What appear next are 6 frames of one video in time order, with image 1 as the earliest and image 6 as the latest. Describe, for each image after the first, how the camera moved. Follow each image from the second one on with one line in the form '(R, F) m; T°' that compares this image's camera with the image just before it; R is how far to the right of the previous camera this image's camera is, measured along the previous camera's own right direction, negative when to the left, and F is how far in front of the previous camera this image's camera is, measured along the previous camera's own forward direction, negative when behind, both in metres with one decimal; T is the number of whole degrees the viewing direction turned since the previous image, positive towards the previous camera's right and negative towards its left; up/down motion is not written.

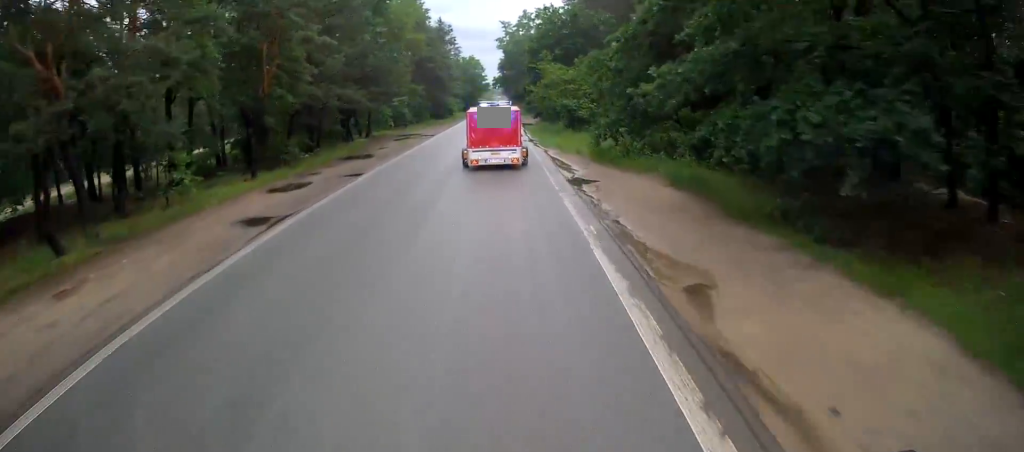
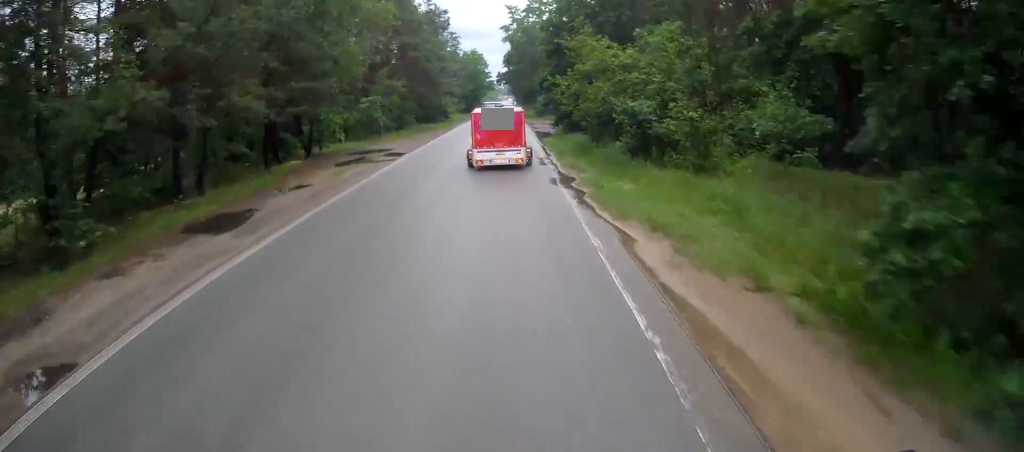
(-0.1, +16.2) m; -1°
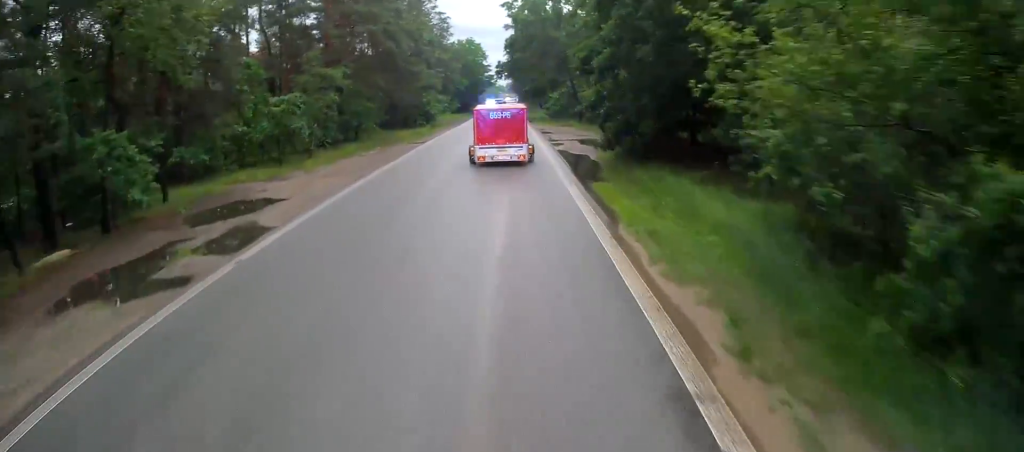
(-0.3, +18.4) m; -1°
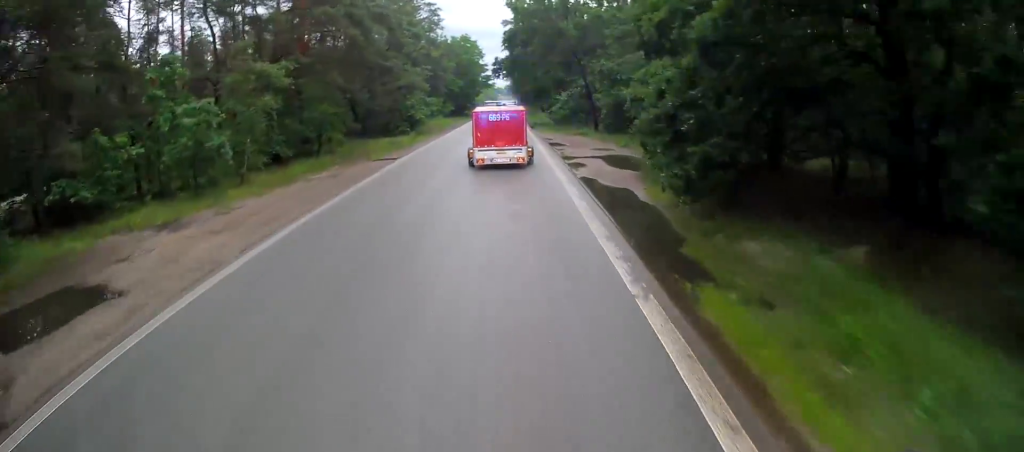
(0.0, +8.4) m; 0°
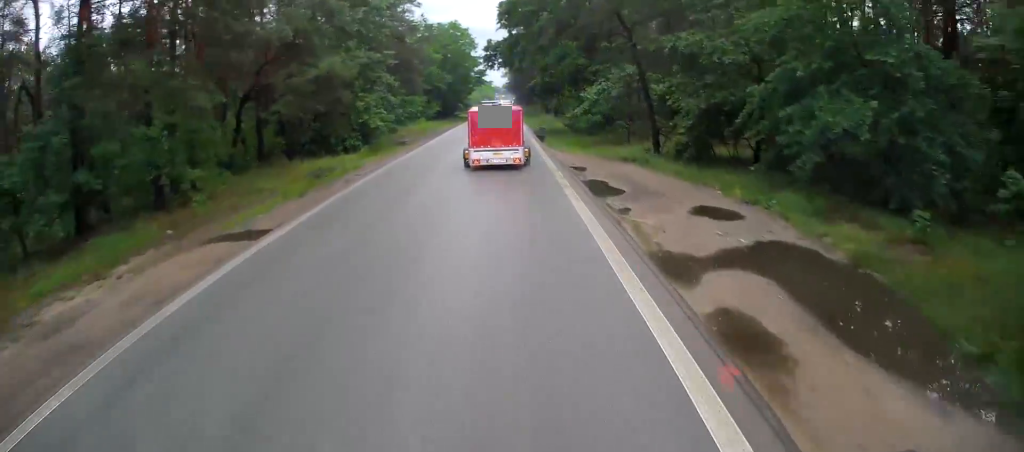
(0.0, +15.4) m; -1°
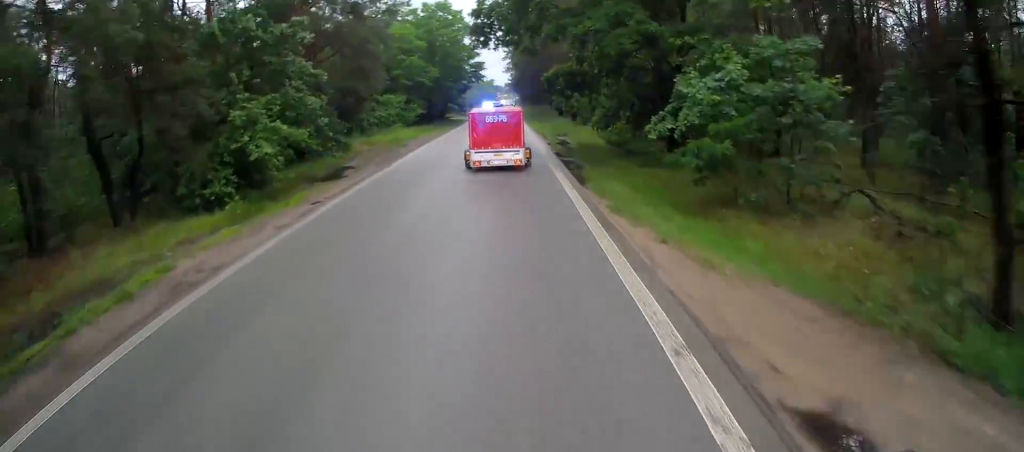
(-0.2, +16.3) m; 0°
